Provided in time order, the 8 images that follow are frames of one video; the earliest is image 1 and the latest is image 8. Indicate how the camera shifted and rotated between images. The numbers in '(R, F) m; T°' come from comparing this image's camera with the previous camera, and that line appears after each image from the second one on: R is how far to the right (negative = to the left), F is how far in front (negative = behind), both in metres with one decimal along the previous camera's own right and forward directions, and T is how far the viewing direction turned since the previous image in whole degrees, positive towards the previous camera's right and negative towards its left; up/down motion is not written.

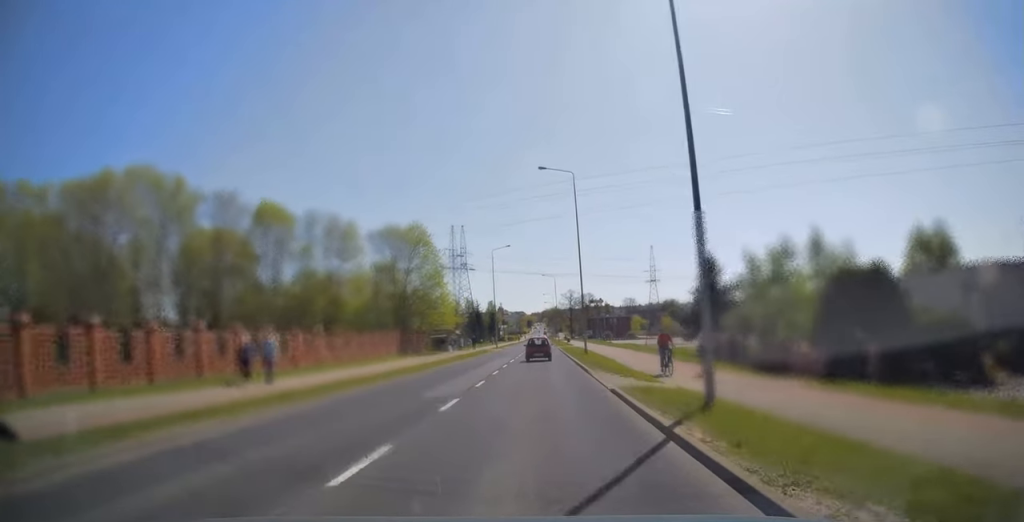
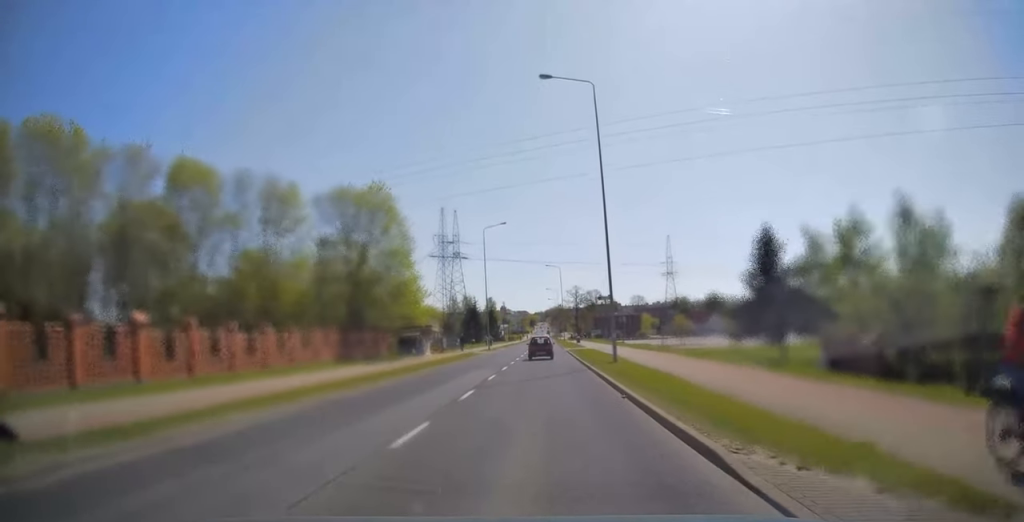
(-0.3, +15.8) m; -2°
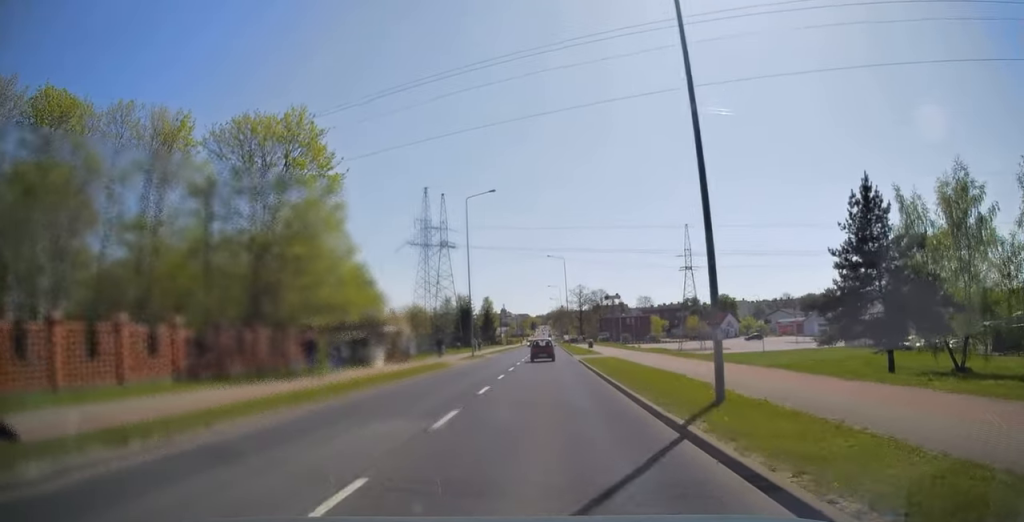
(0.0, +15.9) m; +1°
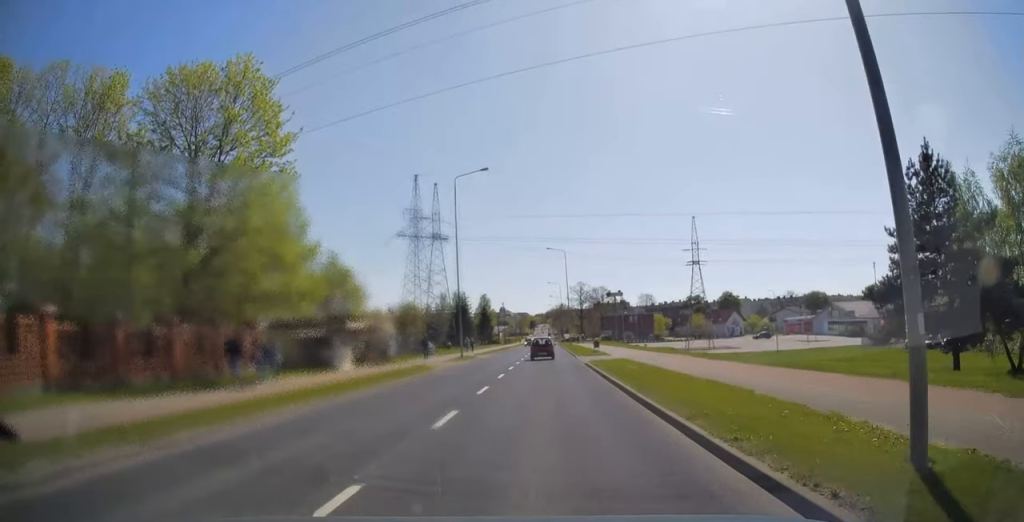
(+0.1, +6.2) m; +1°
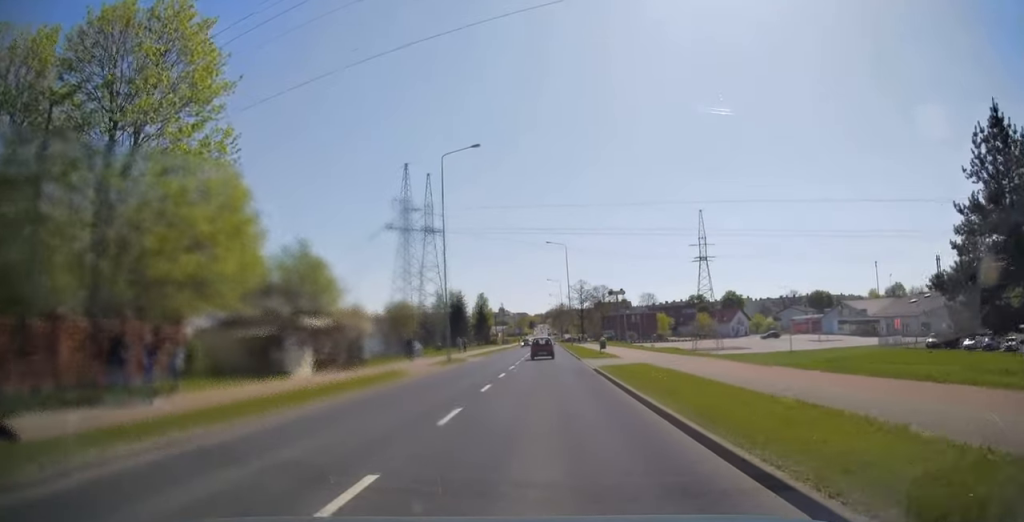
(0.0, +5.5) m; 0°
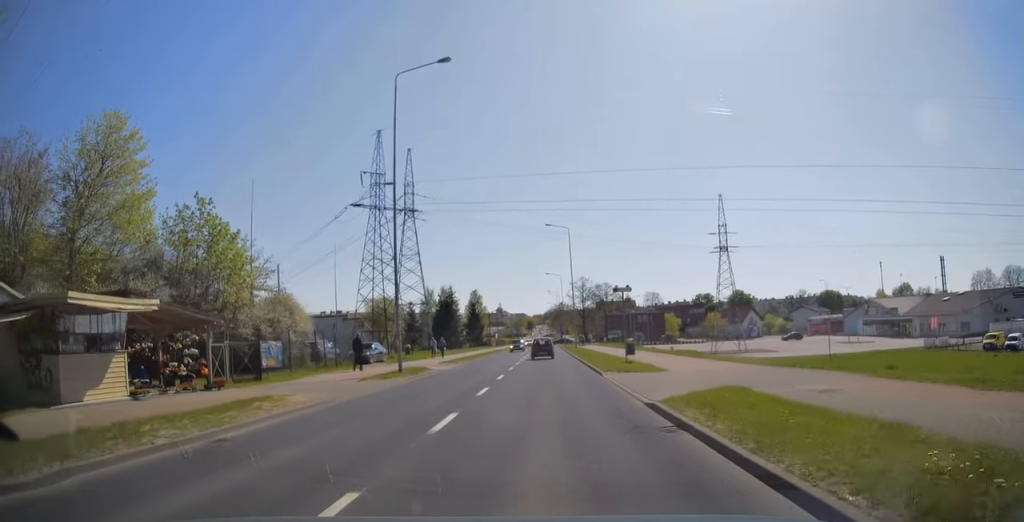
(0.0, +12.6) m; 0°
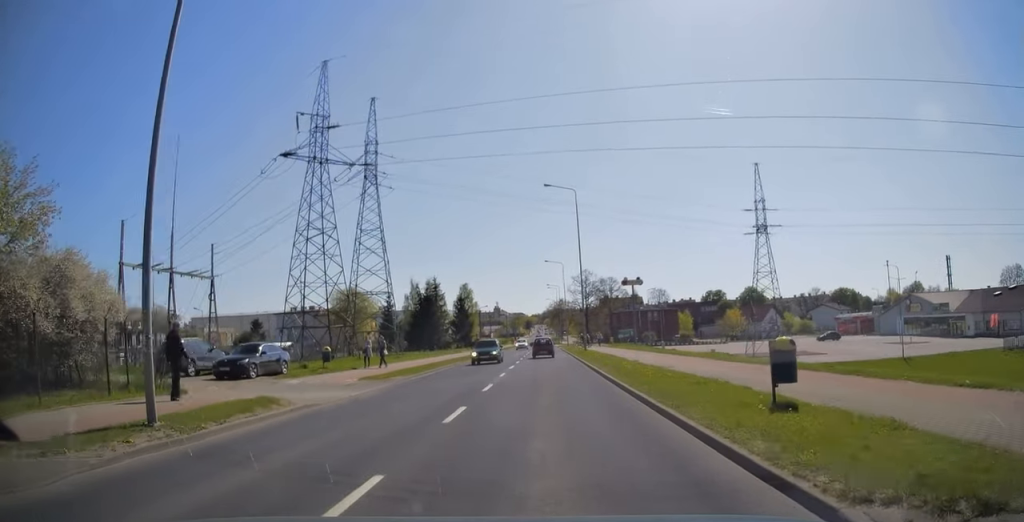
(0.0, +16.8) m; 0°
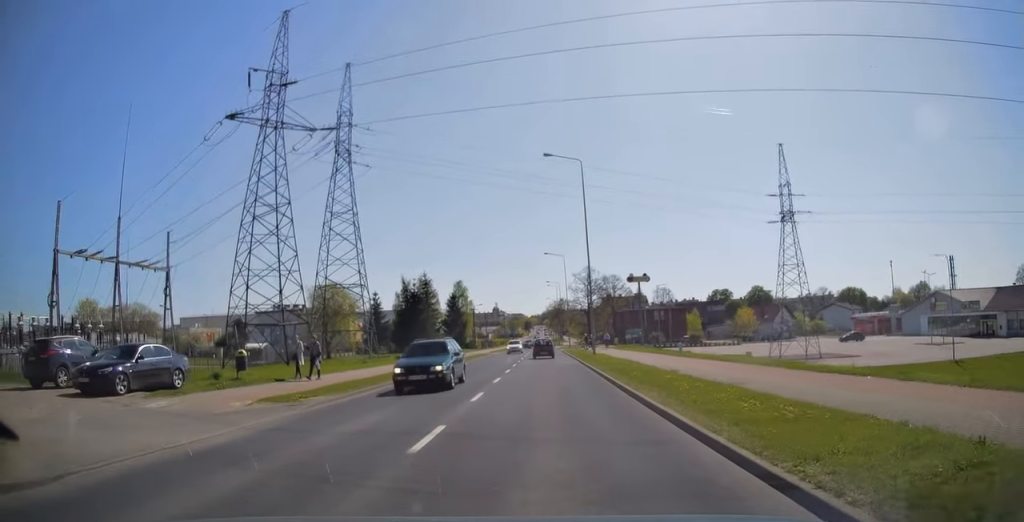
(0.0, +8.4) m; 0°
